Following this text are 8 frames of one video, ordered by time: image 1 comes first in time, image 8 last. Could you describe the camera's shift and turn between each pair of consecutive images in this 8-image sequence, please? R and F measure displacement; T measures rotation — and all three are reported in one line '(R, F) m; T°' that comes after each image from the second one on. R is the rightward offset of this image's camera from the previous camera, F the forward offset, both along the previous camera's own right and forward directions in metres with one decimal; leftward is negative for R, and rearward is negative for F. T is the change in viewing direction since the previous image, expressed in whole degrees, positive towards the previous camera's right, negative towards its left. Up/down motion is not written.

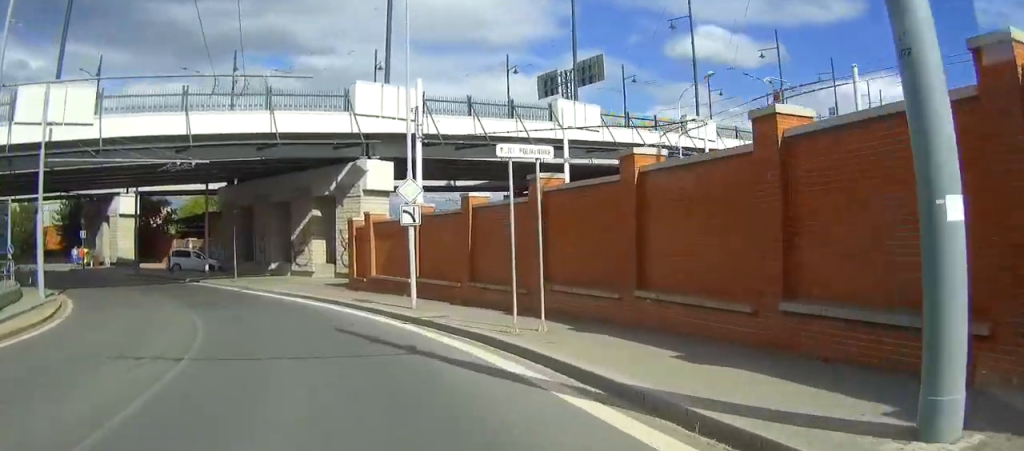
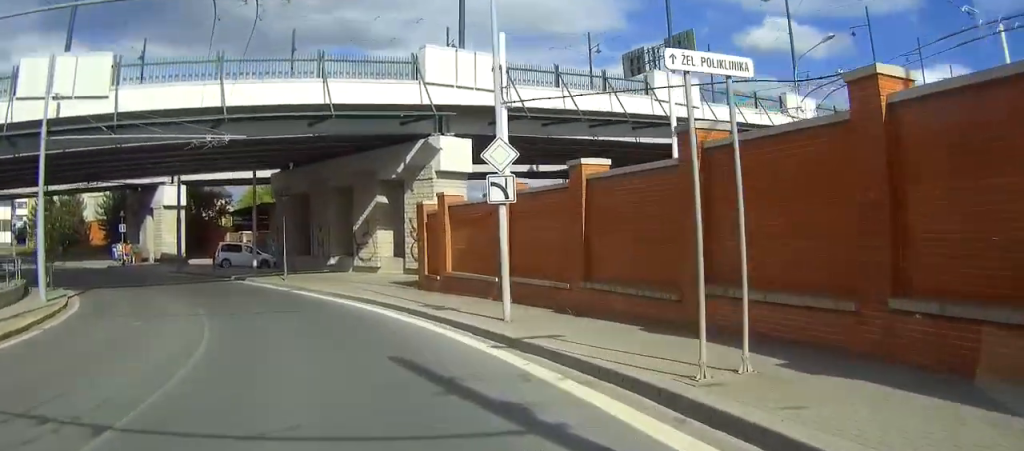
(-0.2, +5.2) m; -3°
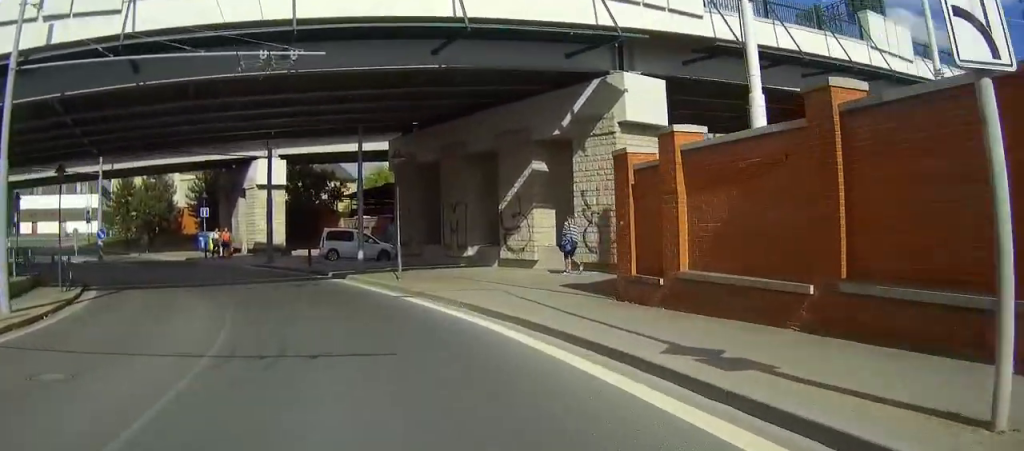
(-0.3, +9.5) m; -8°
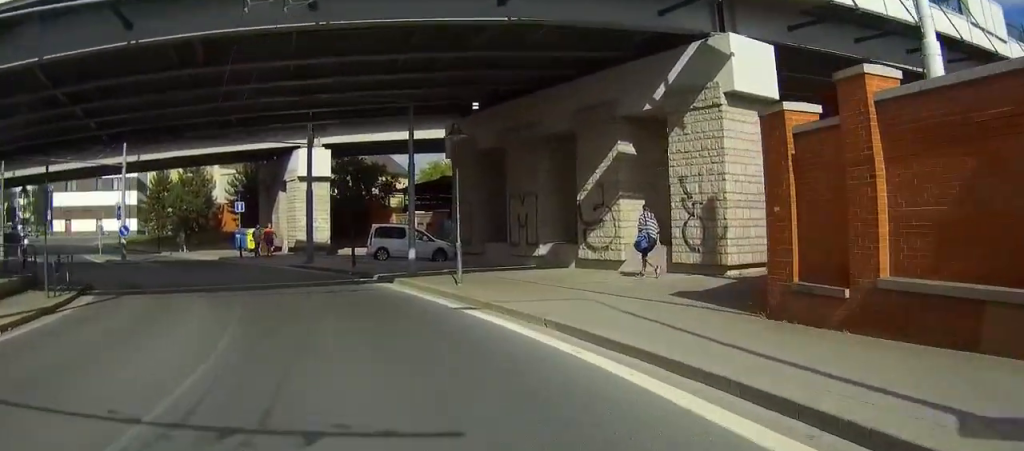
(0.0, +4.0) m; -6°
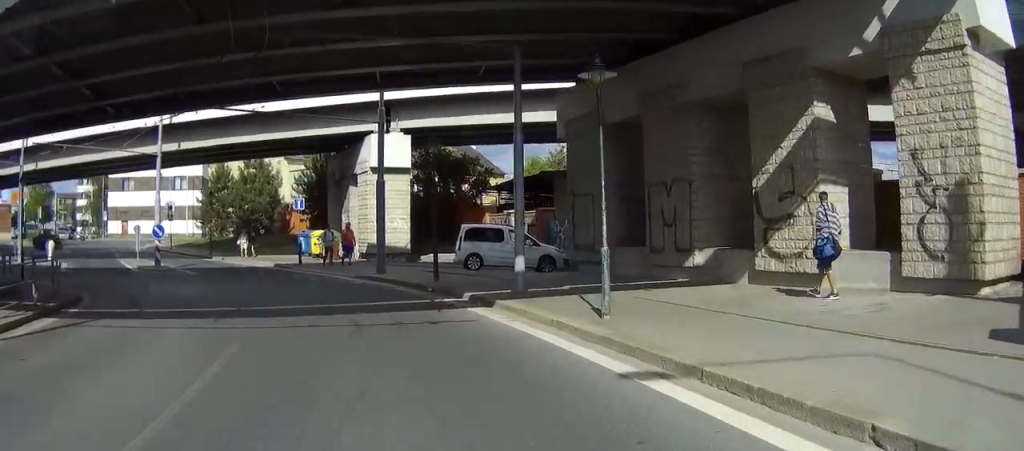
(-0.8, +6.4) m; -9°
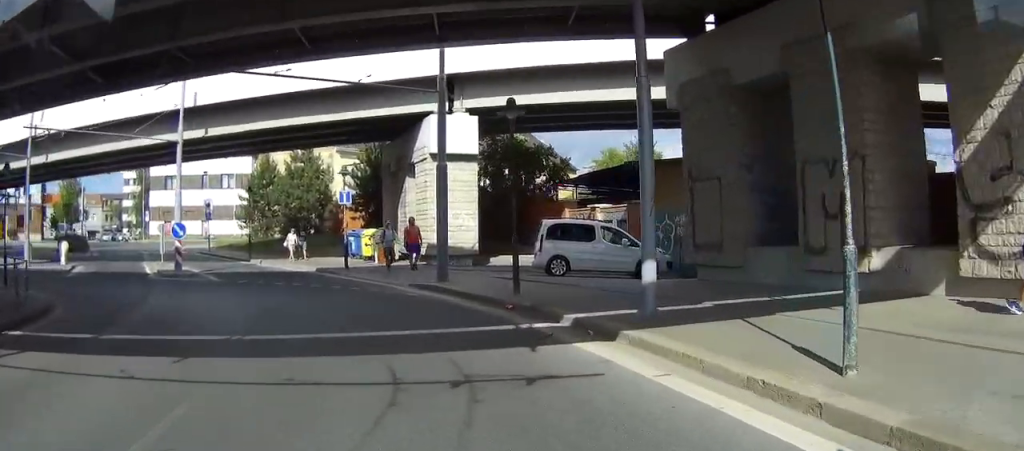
(-0.2, +5.0) m; -4°
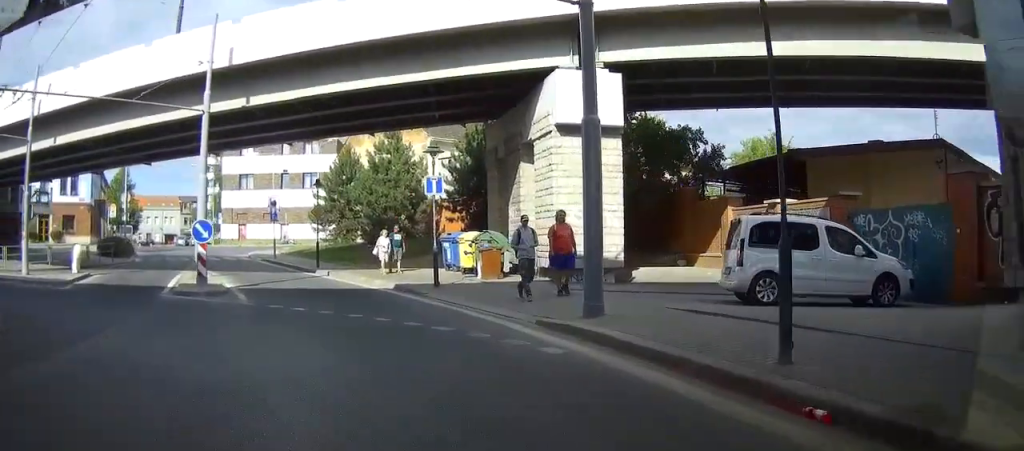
(-0.3, +8.6) m; -2°
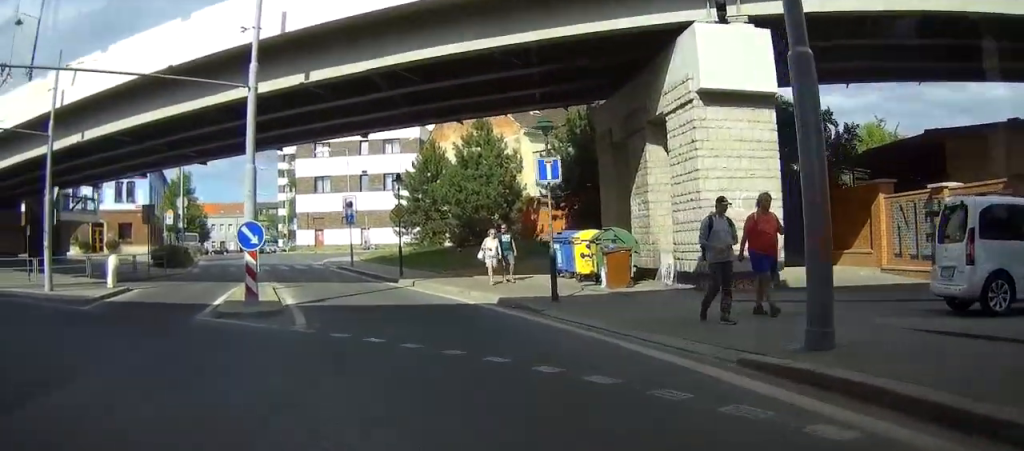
(0.0, +4.9) m; +1°
